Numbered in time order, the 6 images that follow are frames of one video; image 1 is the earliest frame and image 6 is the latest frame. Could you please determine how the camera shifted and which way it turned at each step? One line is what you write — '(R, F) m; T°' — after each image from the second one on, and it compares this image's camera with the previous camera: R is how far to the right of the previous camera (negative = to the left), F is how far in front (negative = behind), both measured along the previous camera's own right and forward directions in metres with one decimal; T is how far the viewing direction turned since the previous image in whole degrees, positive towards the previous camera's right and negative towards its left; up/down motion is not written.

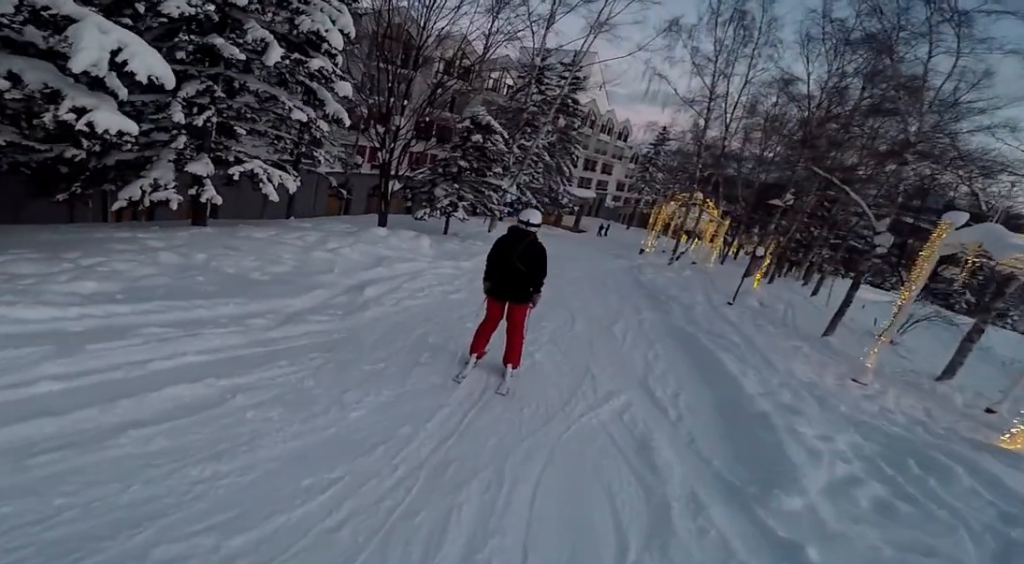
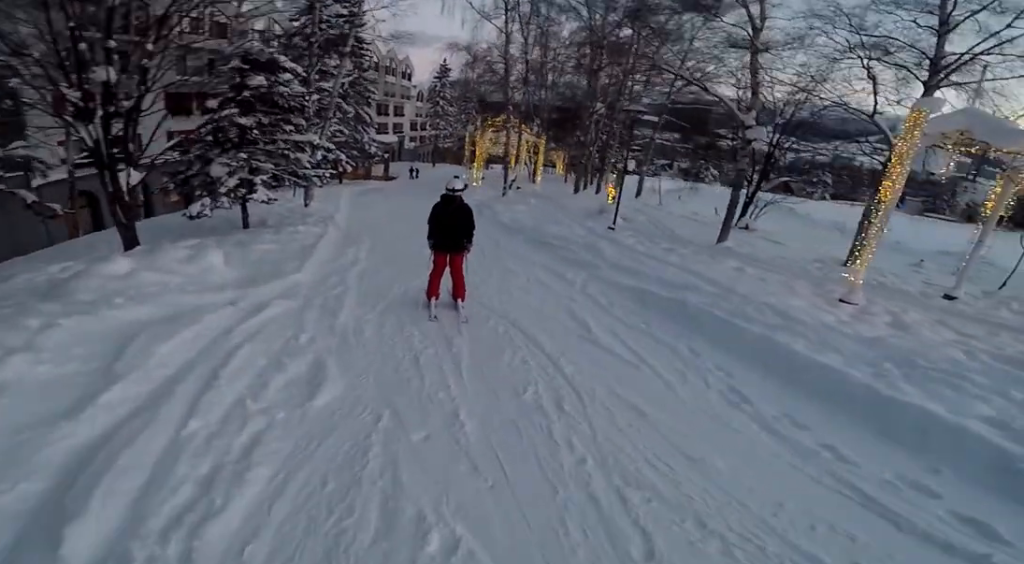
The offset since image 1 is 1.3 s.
(-0.4, +5.2) m; +4°
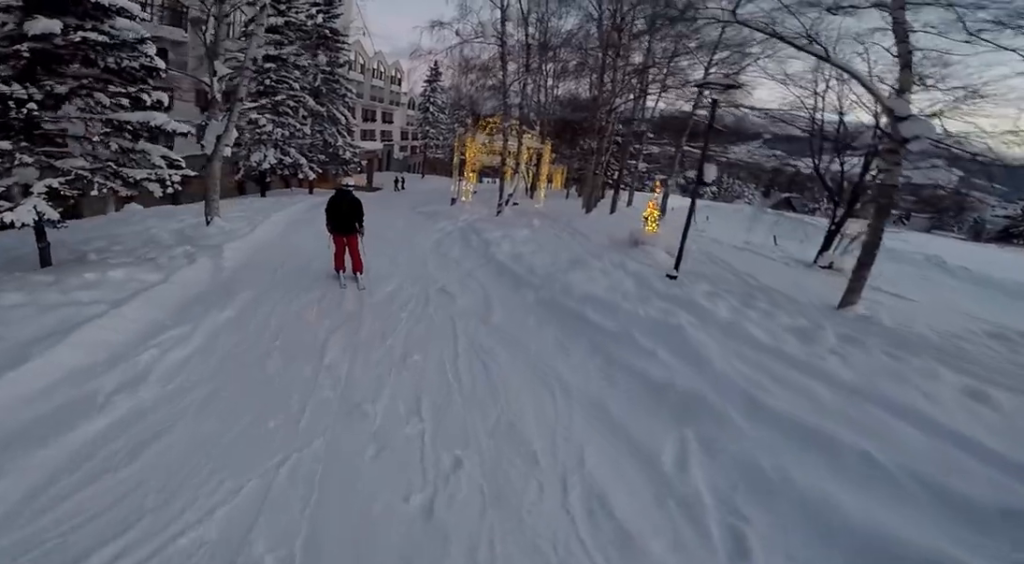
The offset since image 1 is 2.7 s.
(+1.0, +5.8) m; +6°
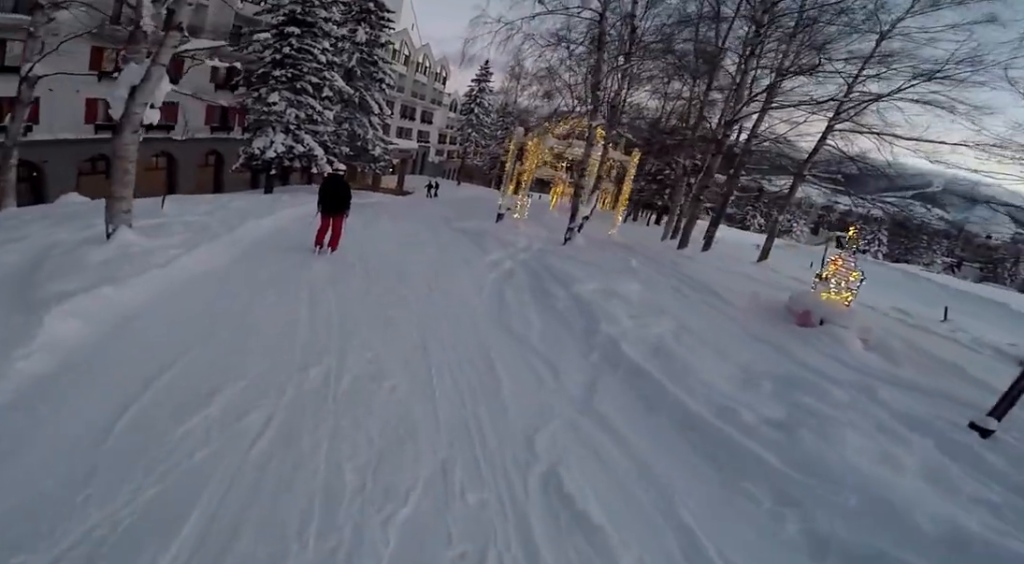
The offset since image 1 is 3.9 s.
(-0.4, +5.2) m; -11°
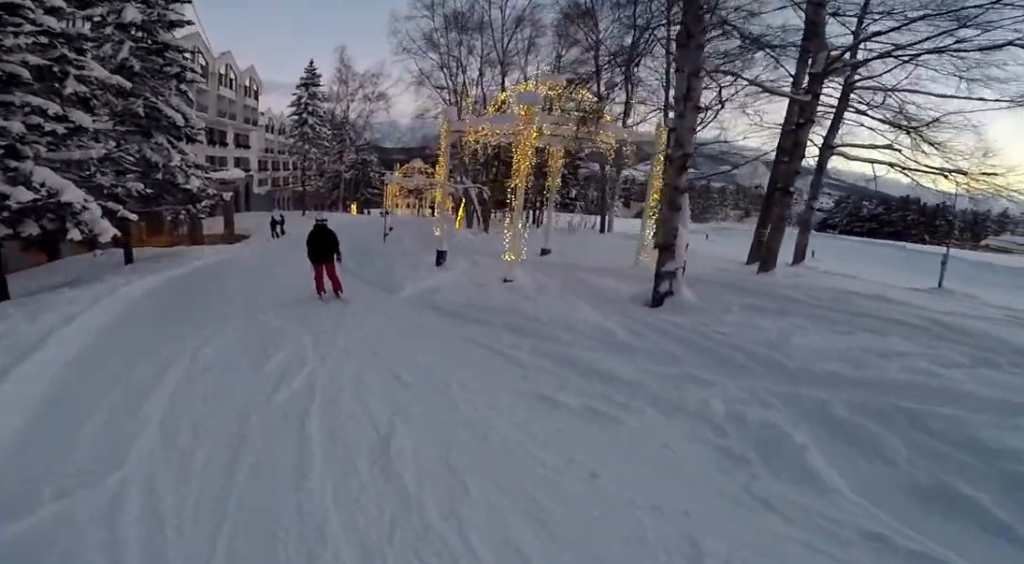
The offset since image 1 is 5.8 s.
(-1.0, +8.1) m; +5°
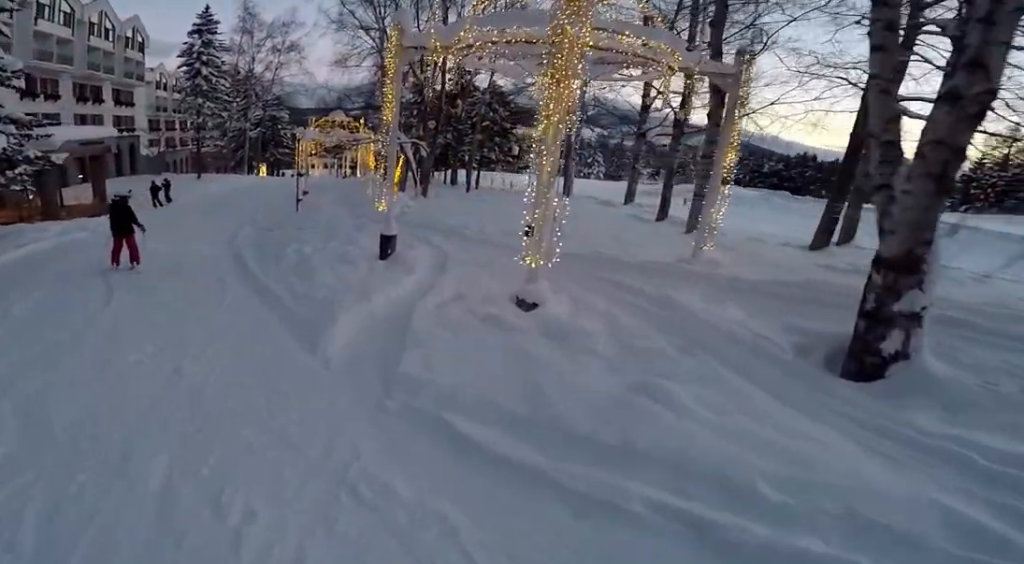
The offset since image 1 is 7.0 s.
(+1.2, +4.4) m; +18°
